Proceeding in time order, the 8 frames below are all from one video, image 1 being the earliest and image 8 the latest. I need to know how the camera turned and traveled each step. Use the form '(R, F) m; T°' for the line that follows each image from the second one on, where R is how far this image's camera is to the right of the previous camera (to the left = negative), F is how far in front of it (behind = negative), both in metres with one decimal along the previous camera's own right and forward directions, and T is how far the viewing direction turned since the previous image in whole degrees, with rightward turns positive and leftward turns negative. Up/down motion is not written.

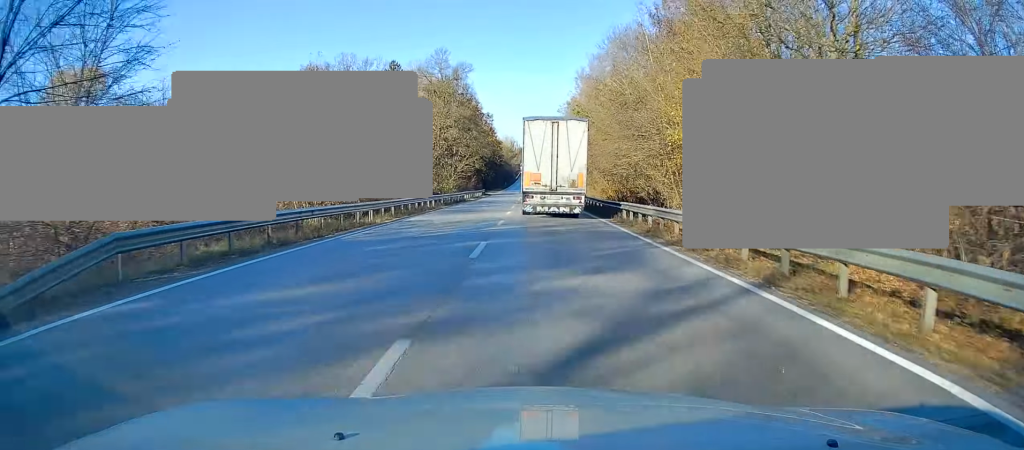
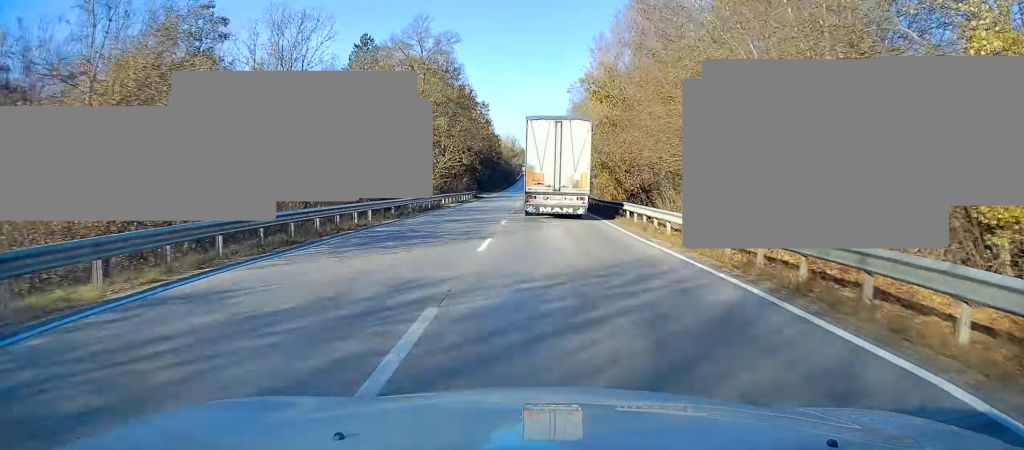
(+0.2, +16.5) m; +1°
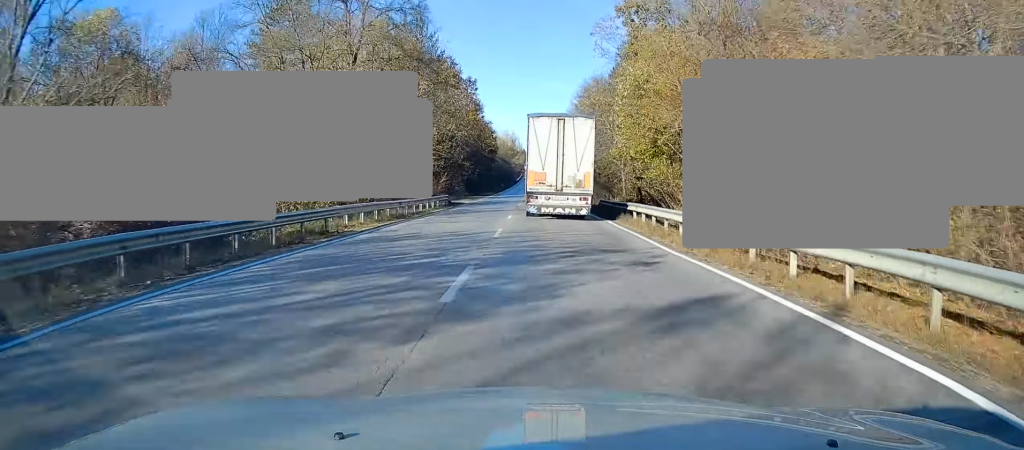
(-0.1, +23.6) m; 0°
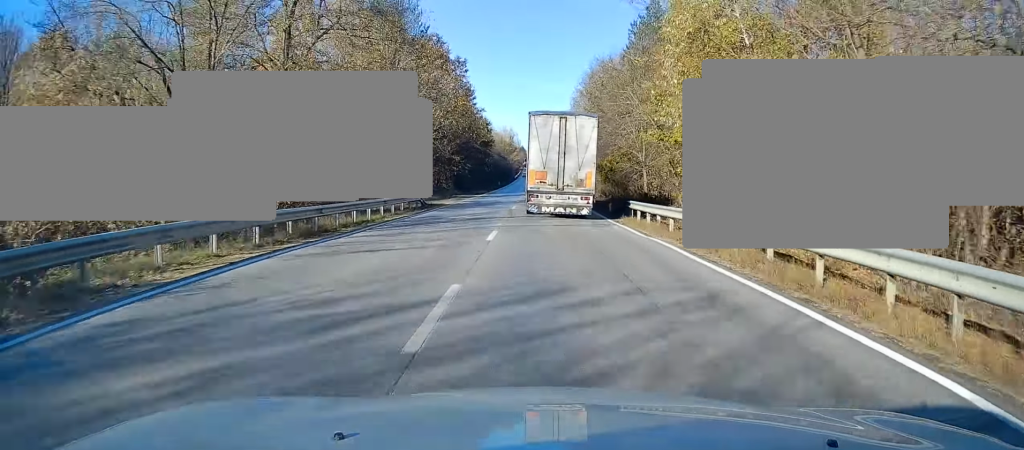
(0.0, +11.0) m; 0°
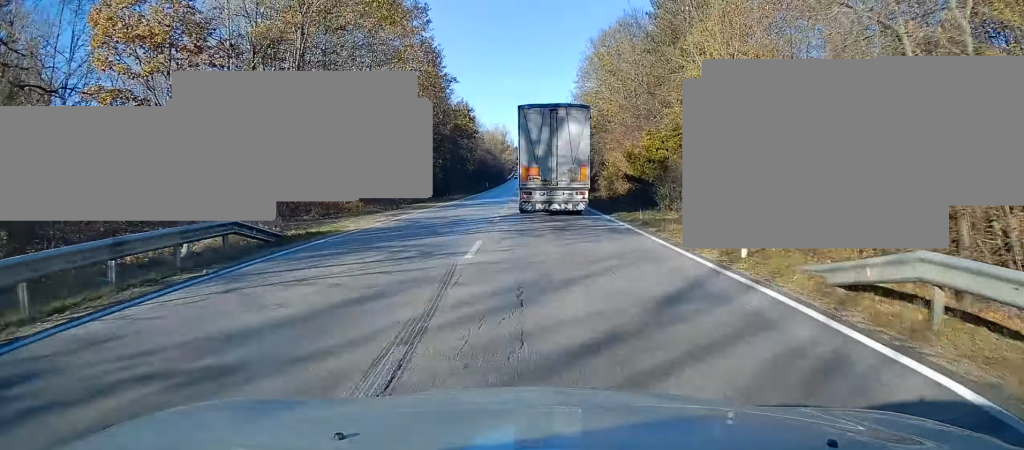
(0.0, +21.1) m; 0°
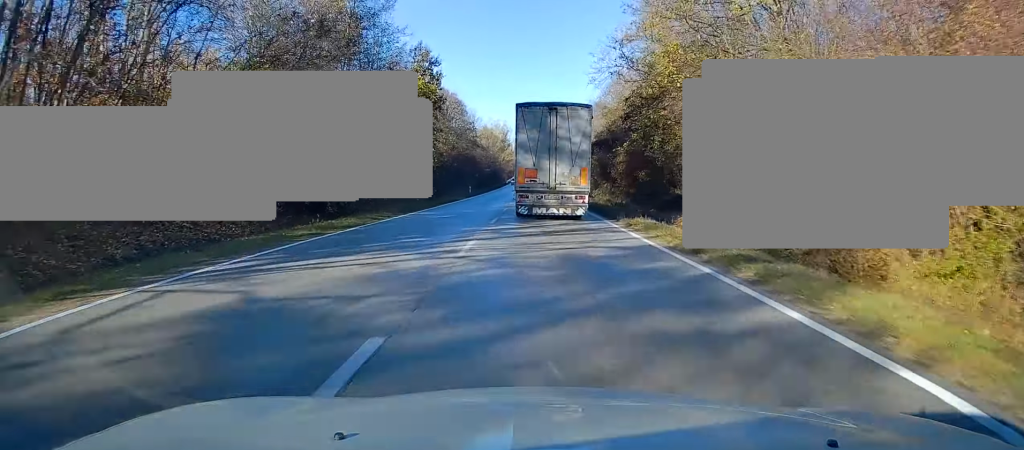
(+0.1, +35.3) m; 0°
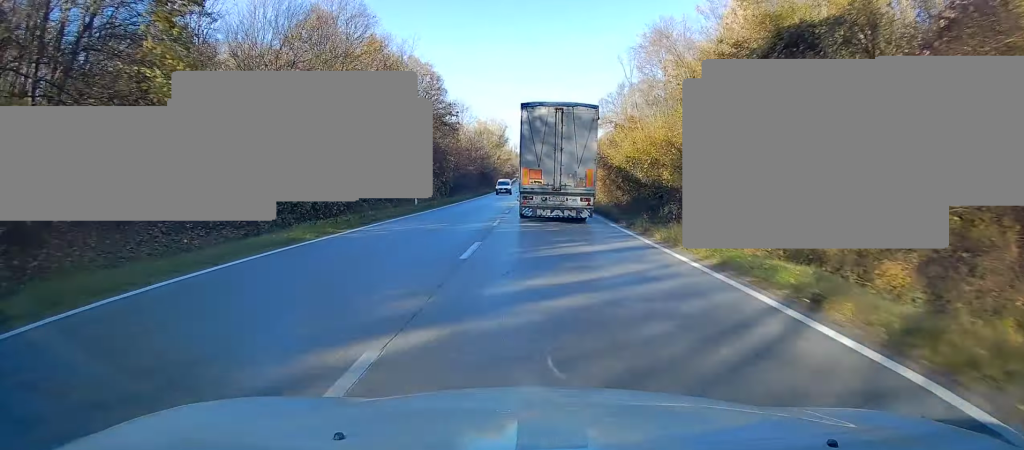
(-0.5, +36.3) m; 0°
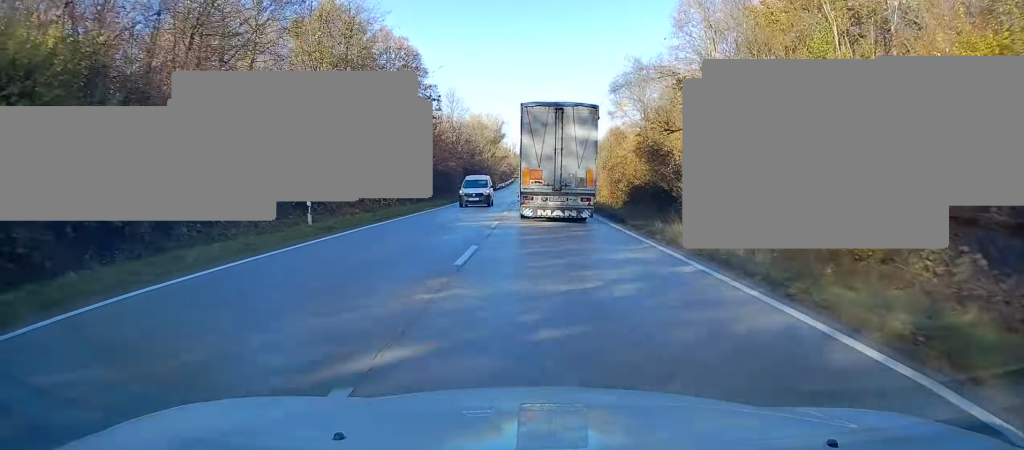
(+0.4, +18.6) m; +1°
